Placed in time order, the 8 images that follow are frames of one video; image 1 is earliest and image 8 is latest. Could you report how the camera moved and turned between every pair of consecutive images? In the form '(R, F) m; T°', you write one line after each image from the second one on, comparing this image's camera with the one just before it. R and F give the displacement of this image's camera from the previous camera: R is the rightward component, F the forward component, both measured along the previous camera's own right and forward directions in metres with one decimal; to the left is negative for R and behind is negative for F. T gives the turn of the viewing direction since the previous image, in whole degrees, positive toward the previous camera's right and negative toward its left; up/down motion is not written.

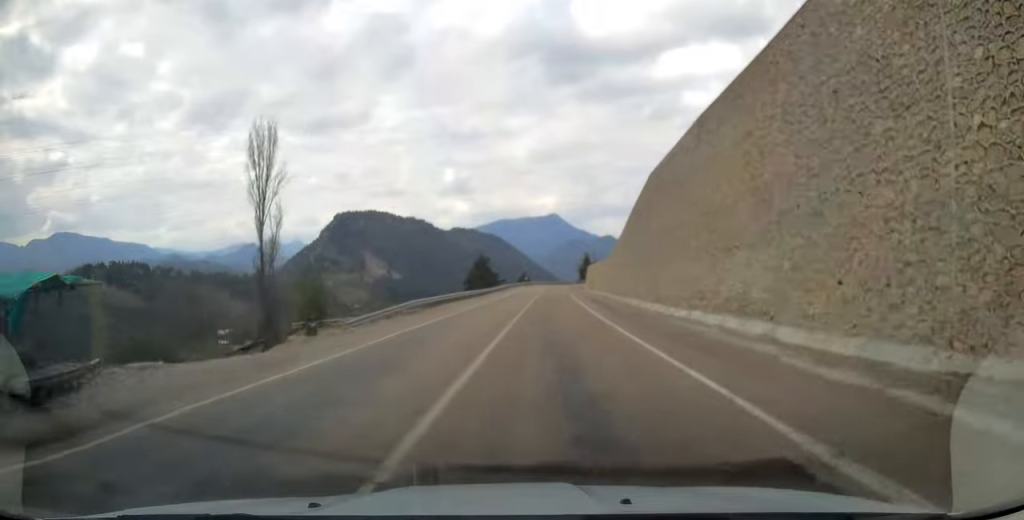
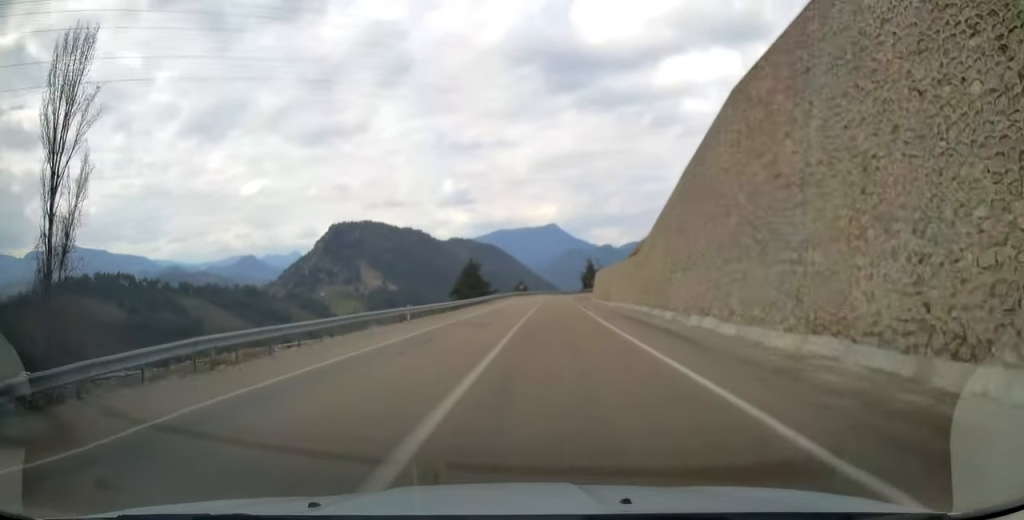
(0.0, +23.3) m; 0°
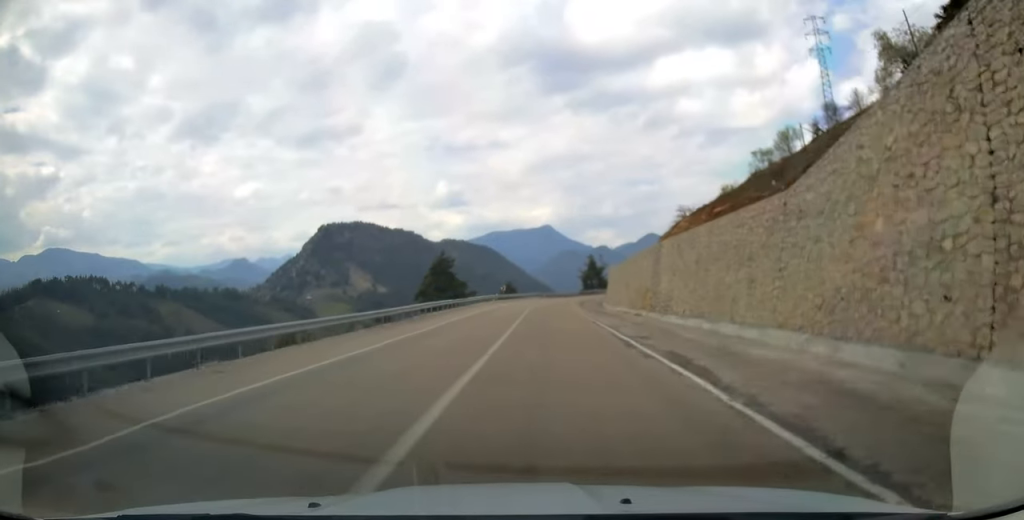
(+0.2, +35.0) m; +1°
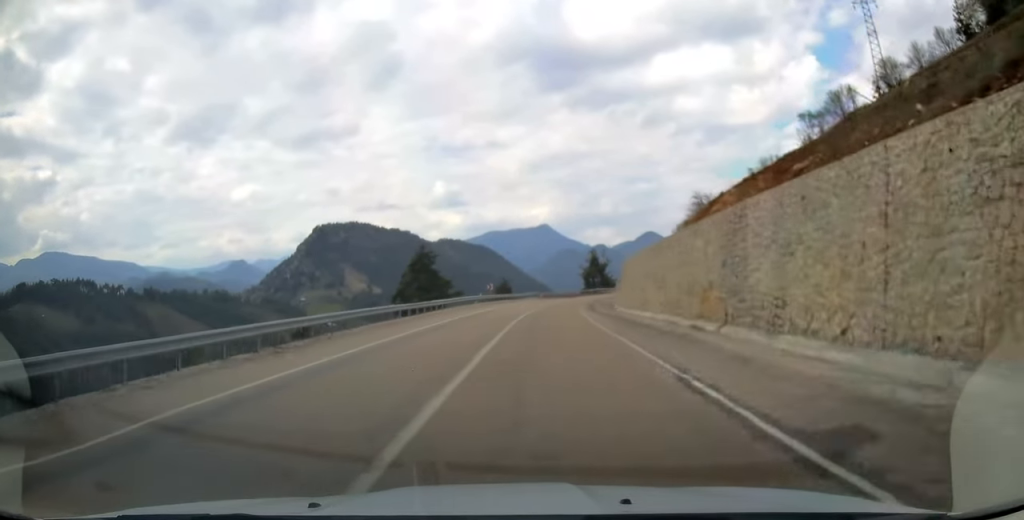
(+0.1, +16.8) m; 0°
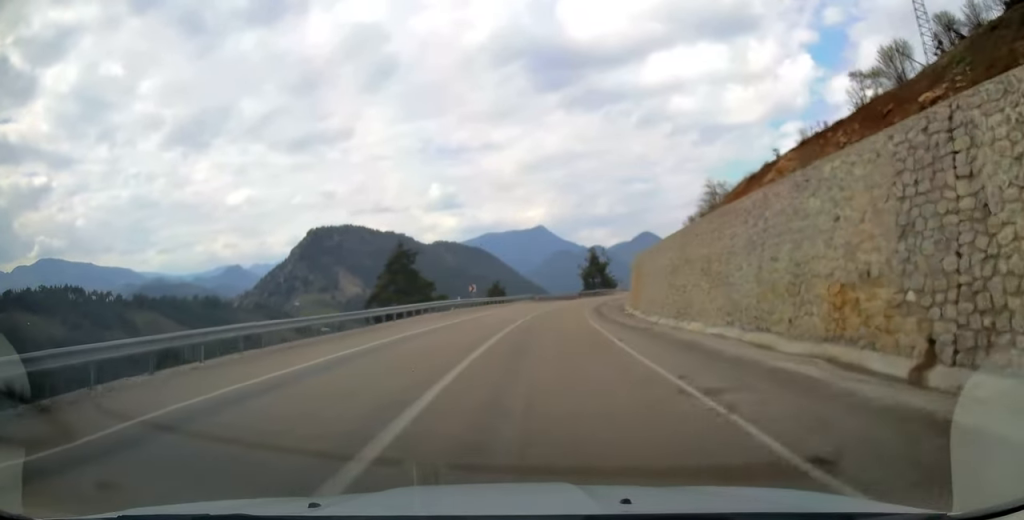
(0.0, +12.8) m; +1°
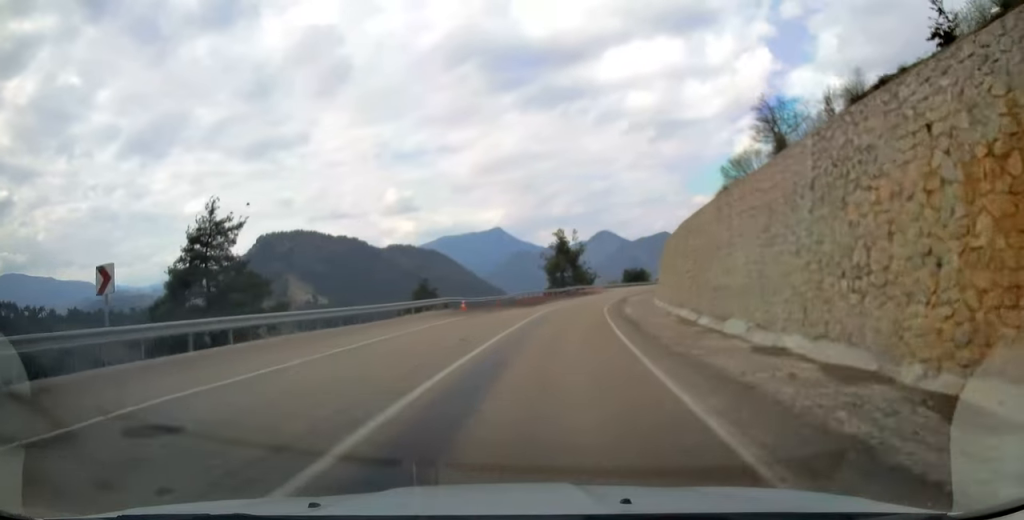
(+1.4, +44.8) m; +5°
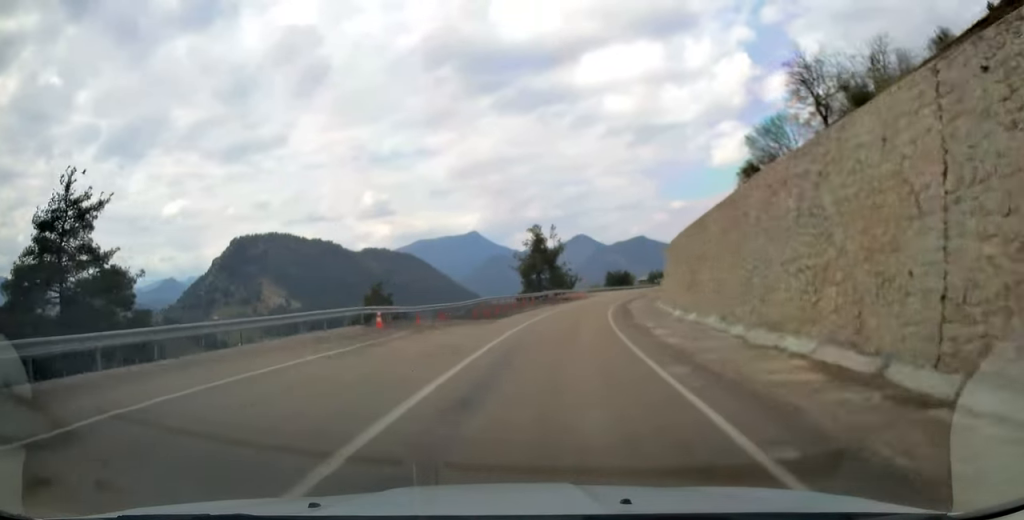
(+0.2, +15.2) m; +2°
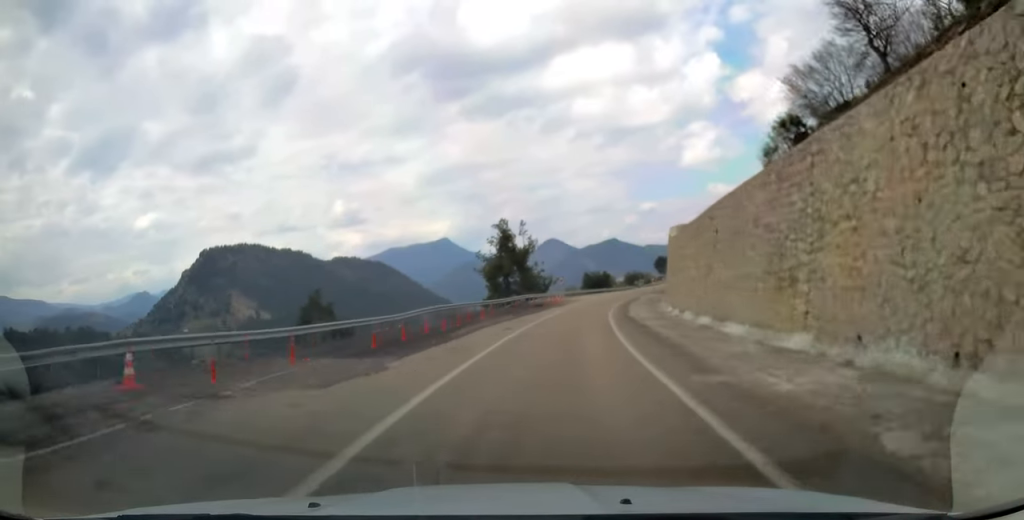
(+0.4, +14.5) m; +2°
